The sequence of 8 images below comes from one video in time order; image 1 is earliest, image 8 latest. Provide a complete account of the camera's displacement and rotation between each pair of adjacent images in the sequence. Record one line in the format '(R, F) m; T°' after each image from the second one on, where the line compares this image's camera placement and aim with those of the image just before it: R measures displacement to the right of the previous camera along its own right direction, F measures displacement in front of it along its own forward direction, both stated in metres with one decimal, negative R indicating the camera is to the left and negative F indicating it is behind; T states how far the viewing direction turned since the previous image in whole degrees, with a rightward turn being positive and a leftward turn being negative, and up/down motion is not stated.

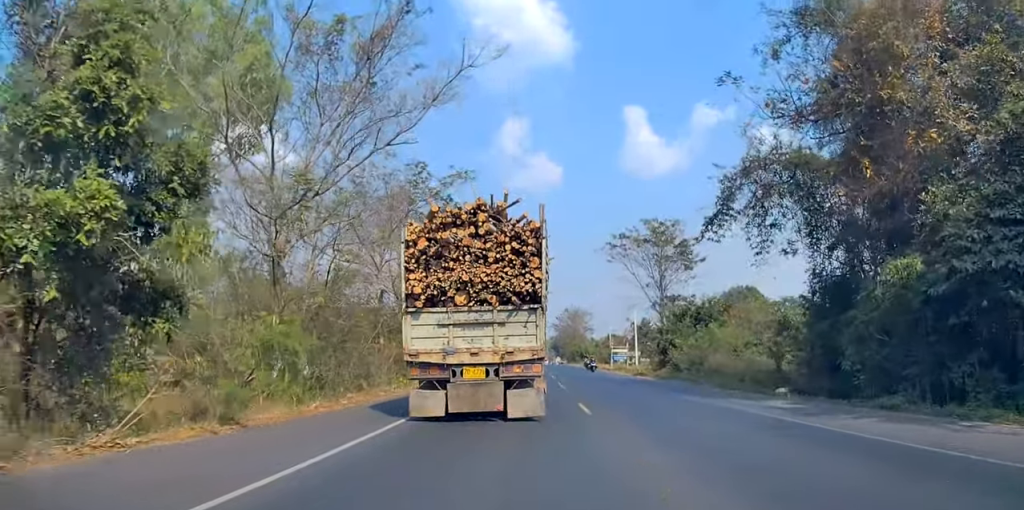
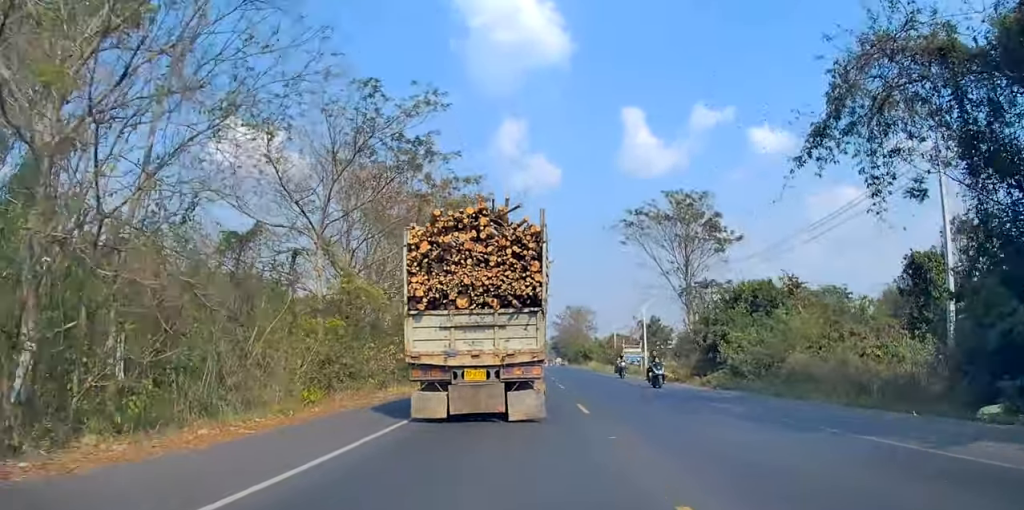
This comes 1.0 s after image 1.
(-0.1, +11.4) m; -1°
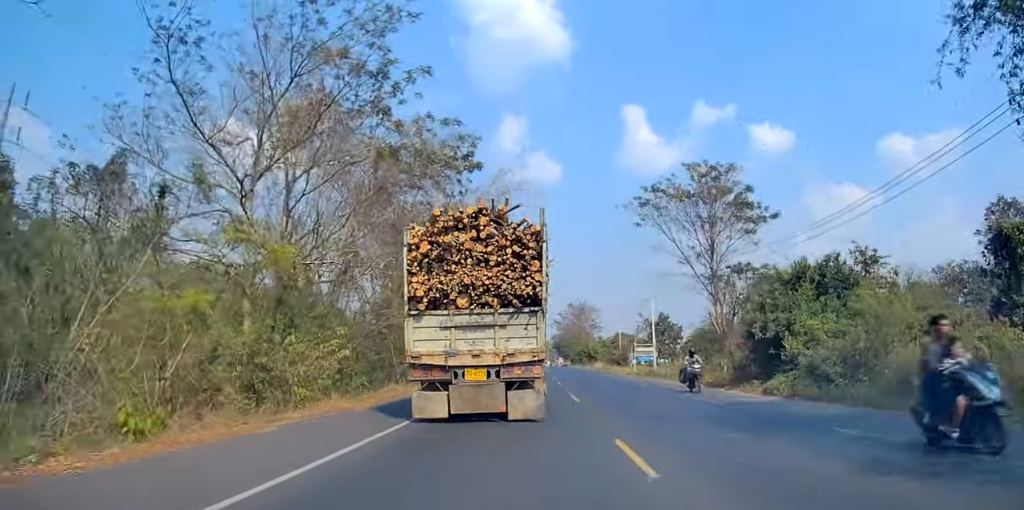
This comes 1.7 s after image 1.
(-0.1, +7.7) m; 0°
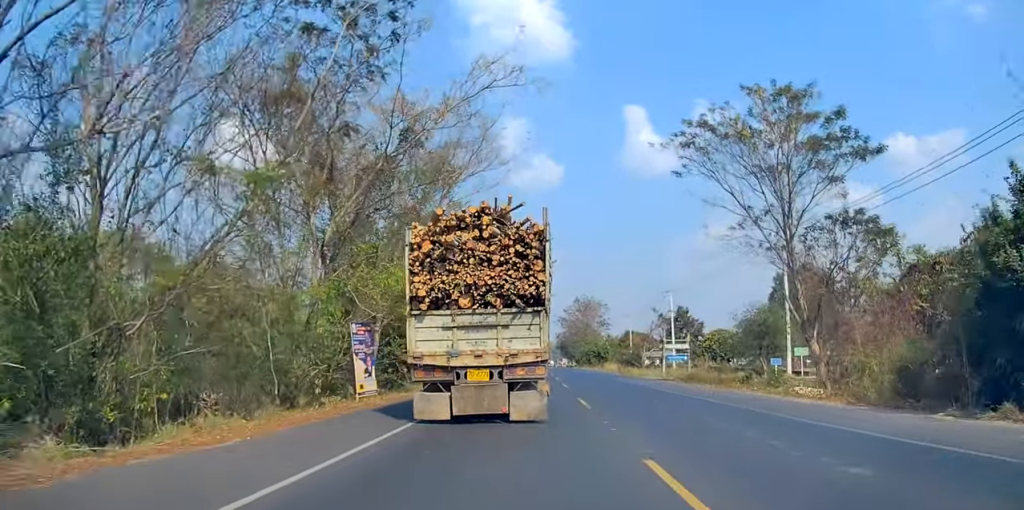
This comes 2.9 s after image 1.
(+0.3, +14.0) m; +1°
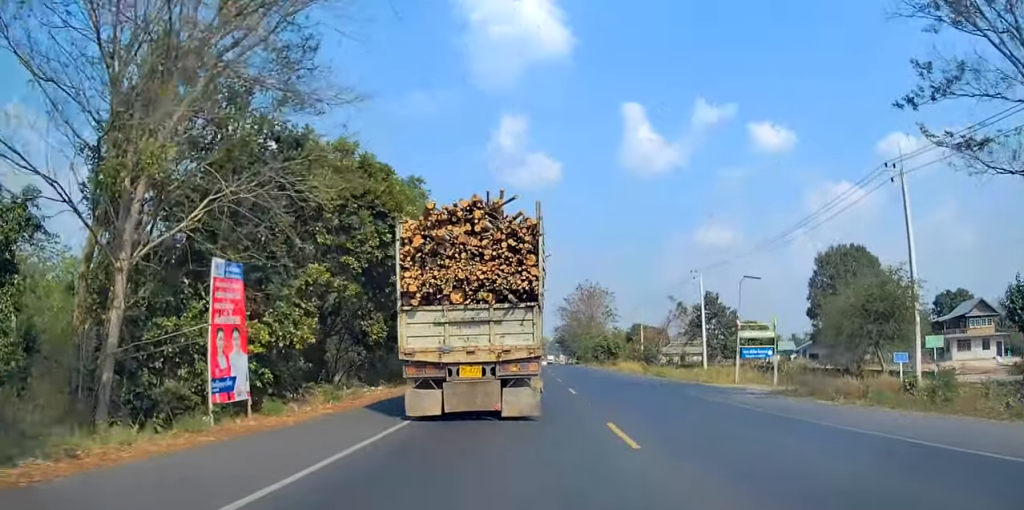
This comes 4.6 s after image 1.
(-0.2, +19.8) m; +1°
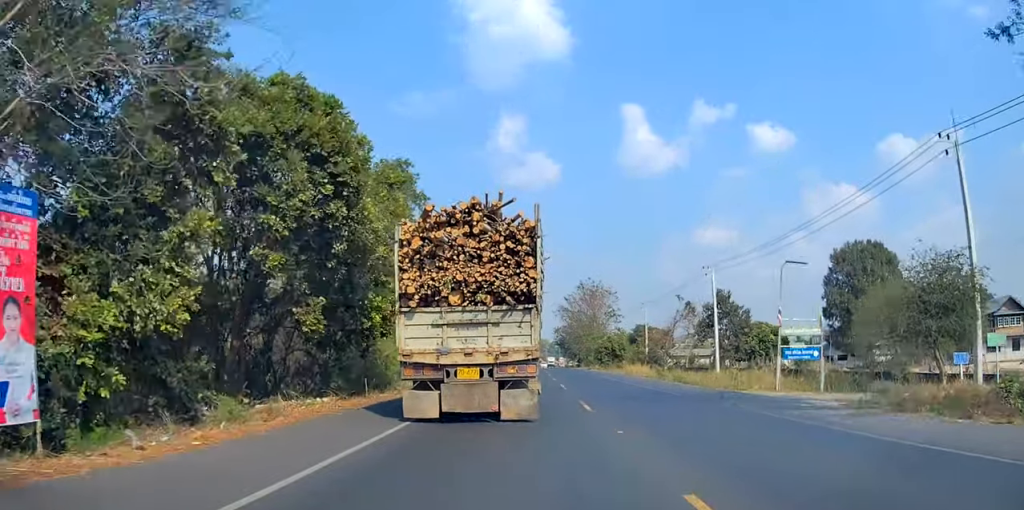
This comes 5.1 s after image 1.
(+0.3, +5.8) m; 0°
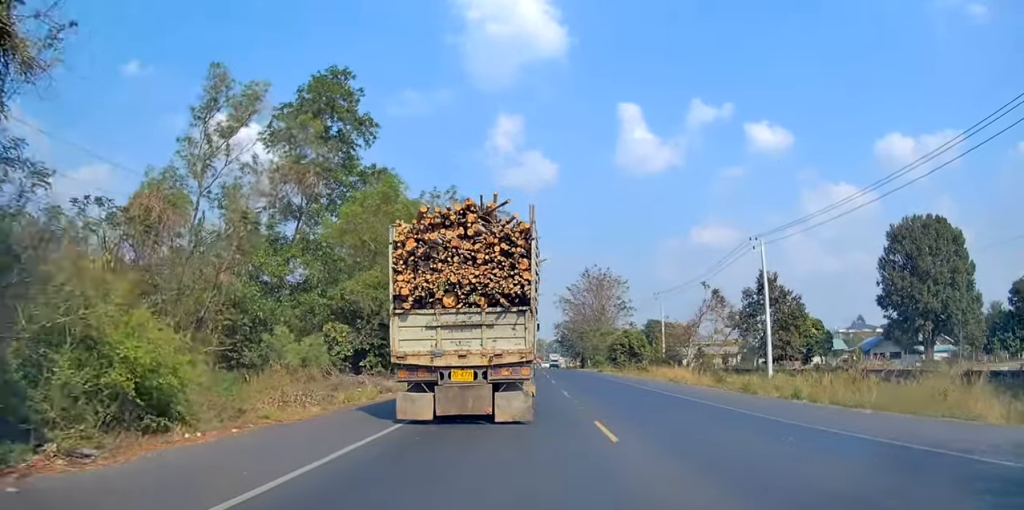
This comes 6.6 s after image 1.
(-0.2, +17.4) m; 0°
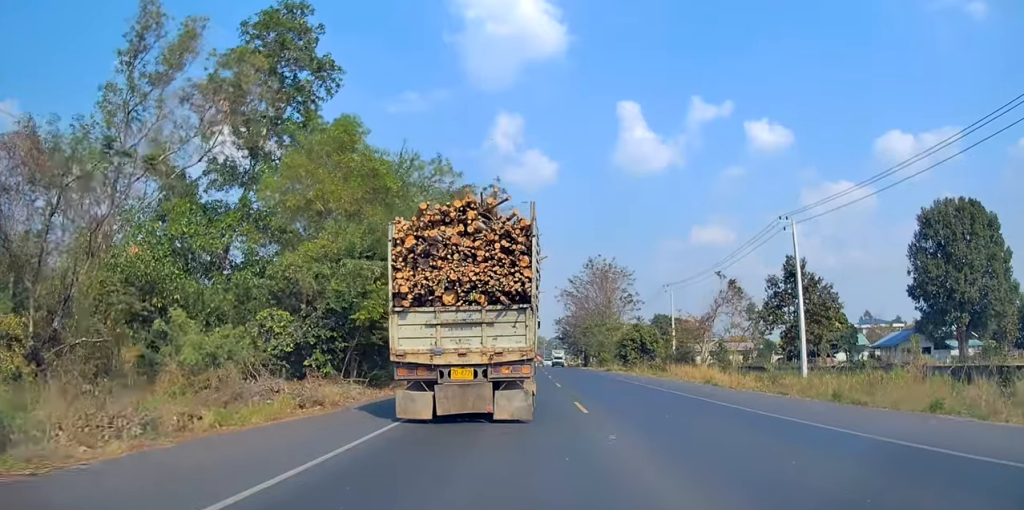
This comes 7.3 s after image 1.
(+0.2, +7.5) m; +1°
